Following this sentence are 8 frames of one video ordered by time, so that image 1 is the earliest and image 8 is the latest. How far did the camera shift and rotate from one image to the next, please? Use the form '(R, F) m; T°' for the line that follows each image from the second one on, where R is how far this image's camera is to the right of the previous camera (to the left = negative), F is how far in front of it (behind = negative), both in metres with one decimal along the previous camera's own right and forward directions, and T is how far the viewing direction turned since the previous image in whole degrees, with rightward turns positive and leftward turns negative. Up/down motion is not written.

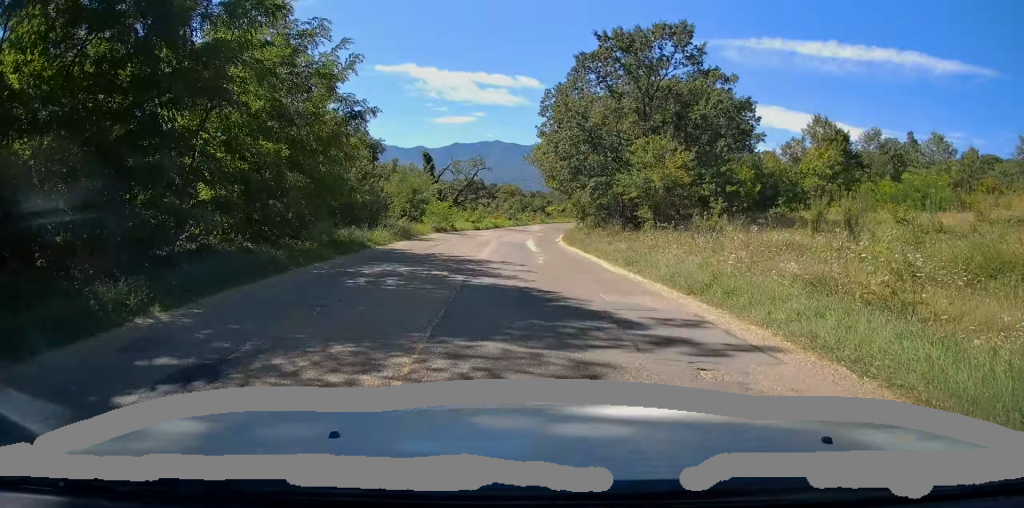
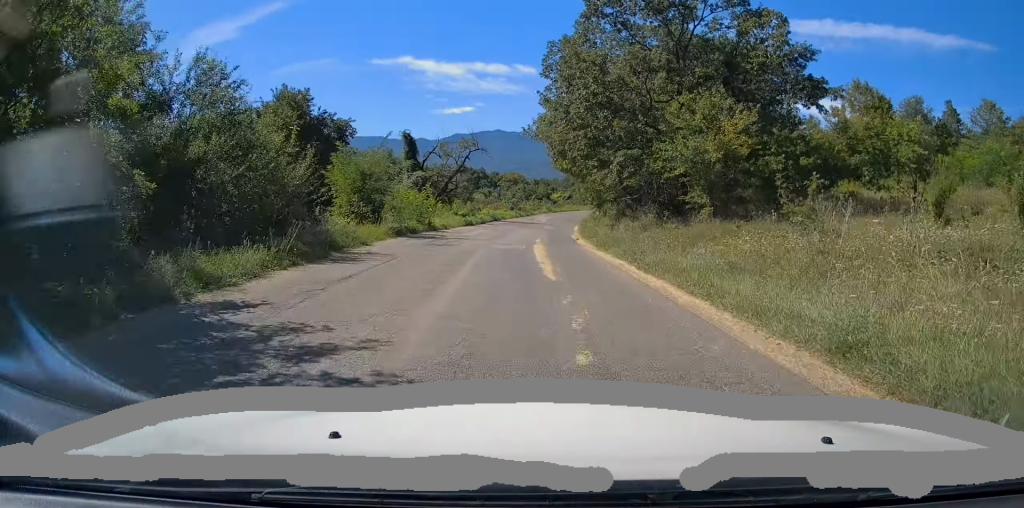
(+0.1, +10.2) m; +1°
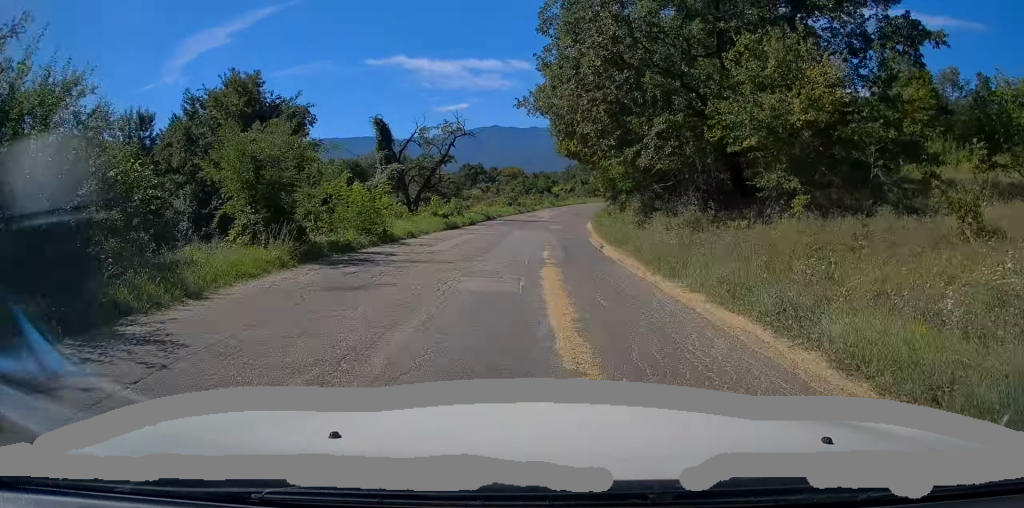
(0.0, +8.5) m; +1°
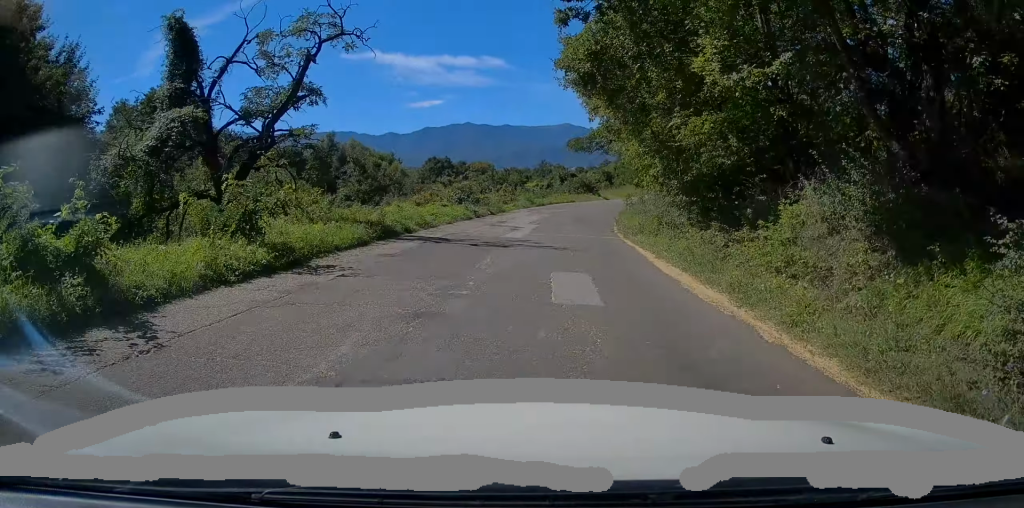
(+0.6, +23.8) m; +4°
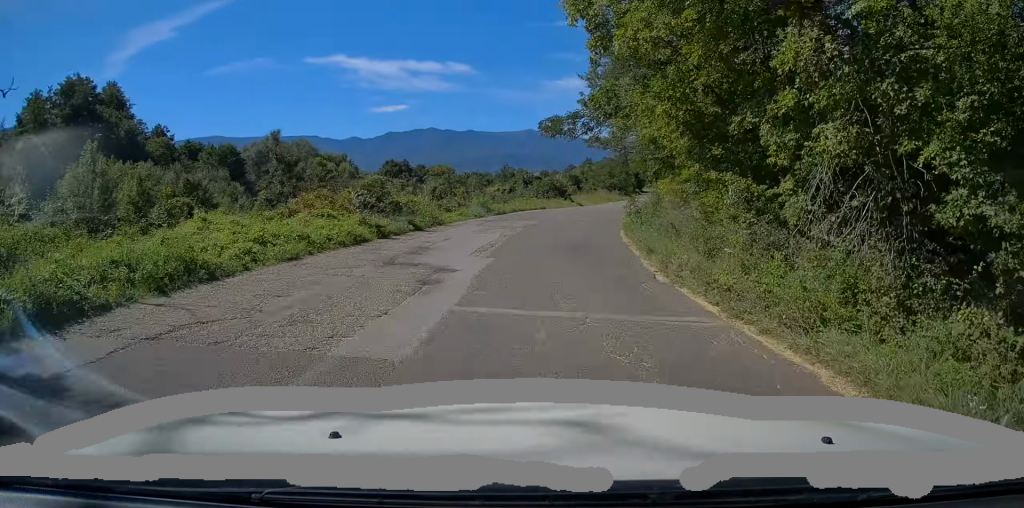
(+0.3, +13.5) m; +3°
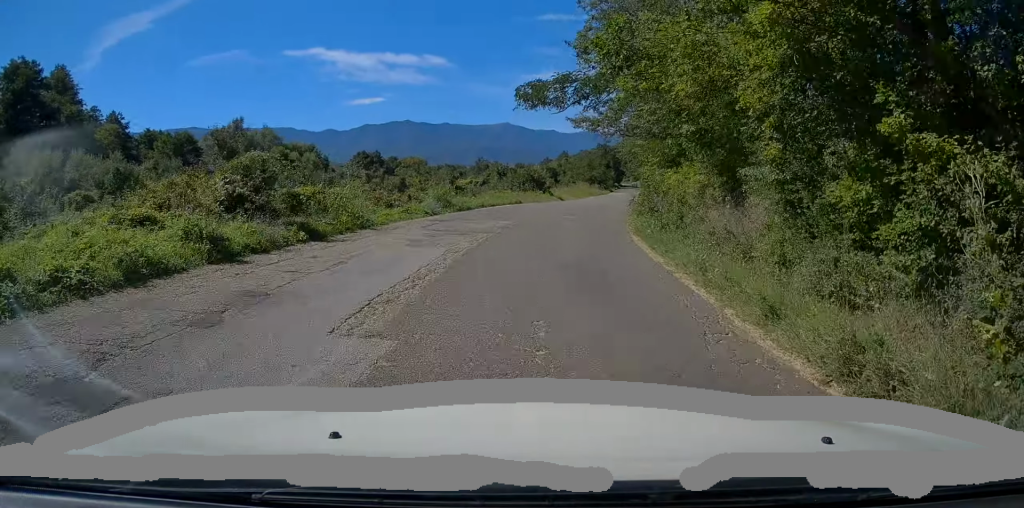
(+0.1, +7.8) m; +2°
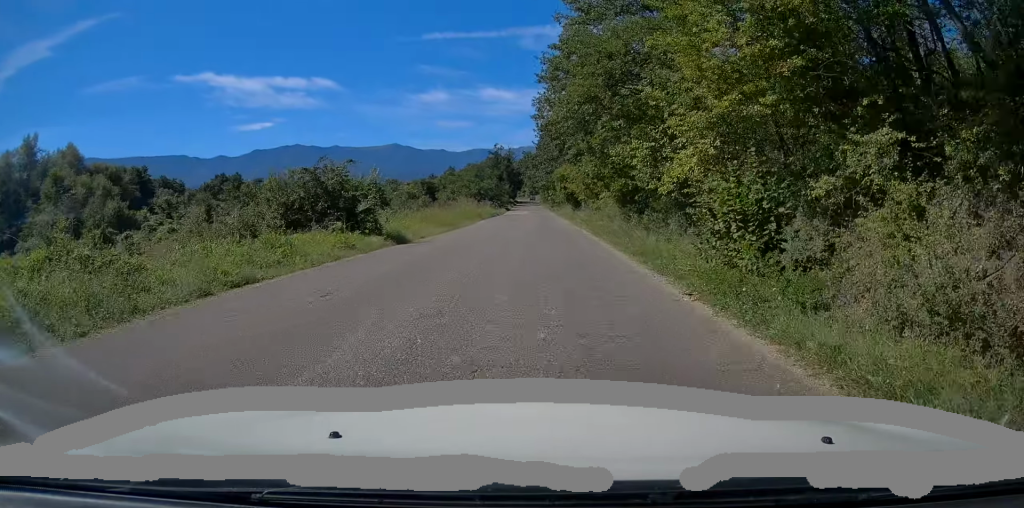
(+3.0, +36.0) m; +8°
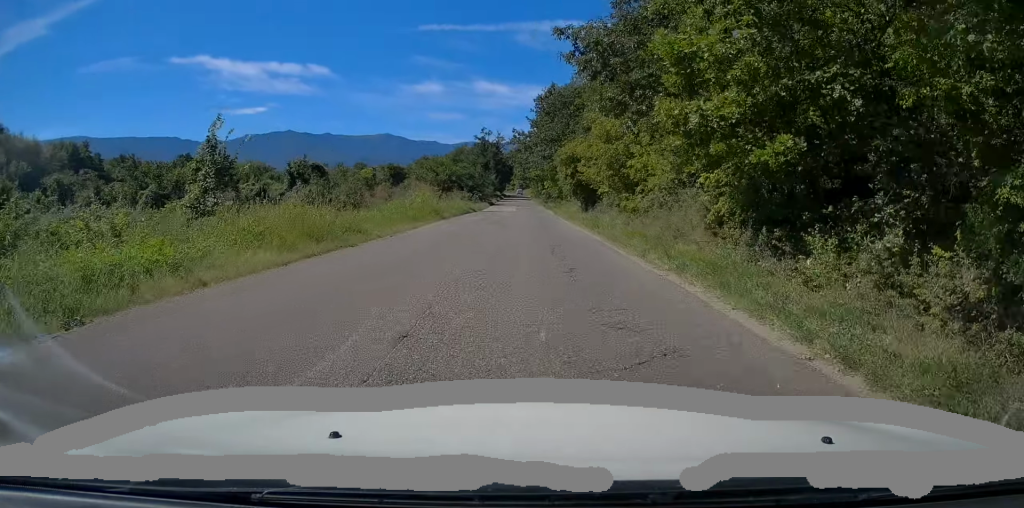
(+0.4, +20.4) m; +2°
